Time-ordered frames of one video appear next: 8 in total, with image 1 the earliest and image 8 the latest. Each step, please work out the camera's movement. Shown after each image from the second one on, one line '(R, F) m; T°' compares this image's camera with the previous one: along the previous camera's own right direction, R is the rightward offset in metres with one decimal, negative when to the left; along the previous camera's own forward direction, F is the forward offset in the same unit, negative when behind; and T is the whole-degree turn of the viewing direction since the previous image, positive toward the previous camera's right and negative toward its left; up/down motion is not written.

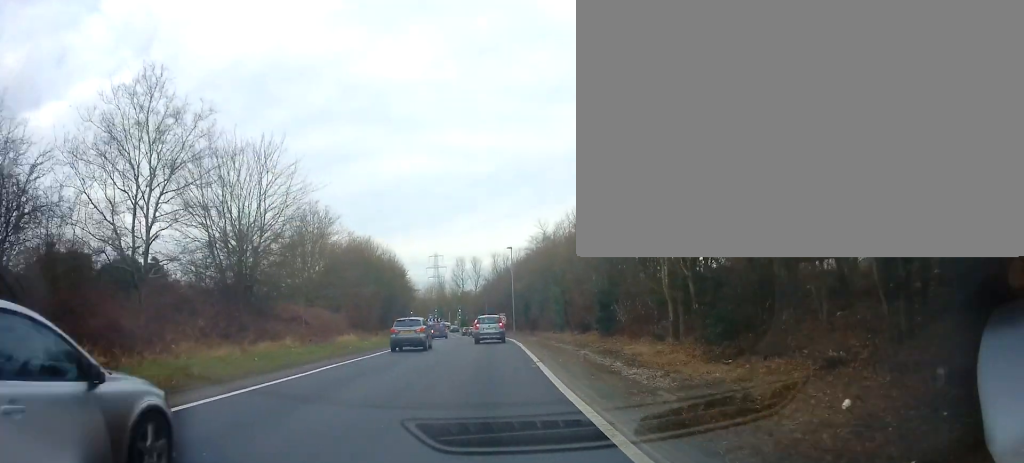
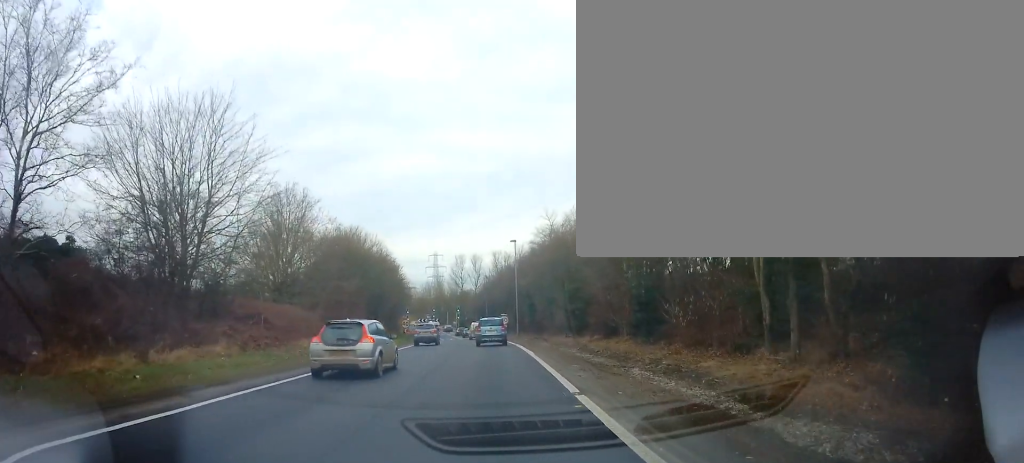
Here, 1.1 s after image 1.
(+0.1, +6.9) m; +2°
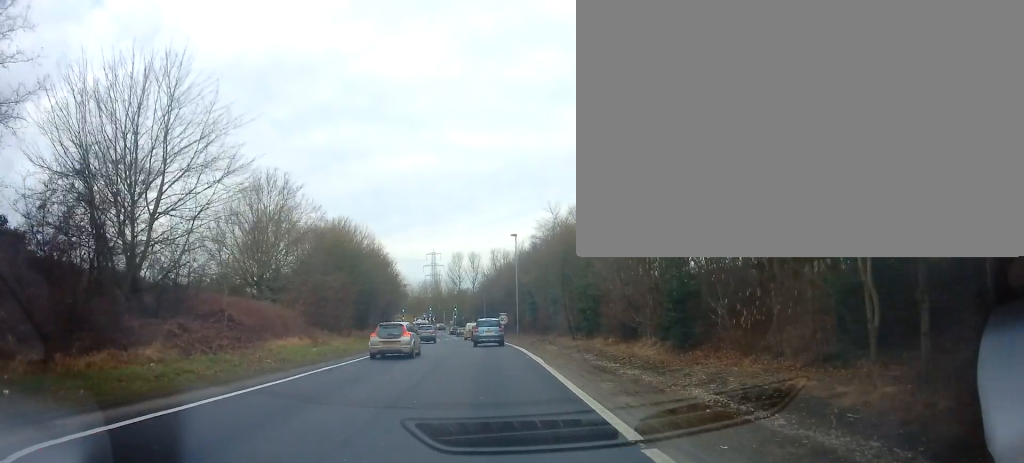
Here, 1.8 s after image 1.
(+0.1, +4.1) m; +1°
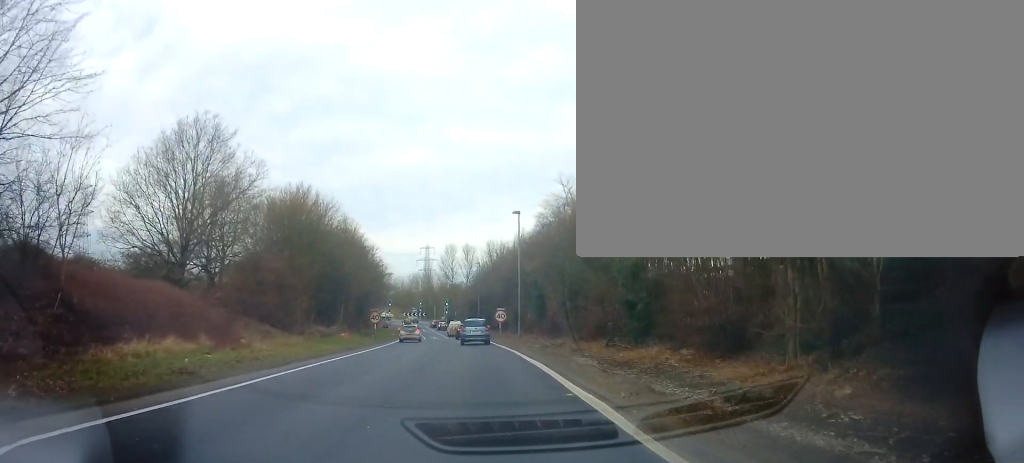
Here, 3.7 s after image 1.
(-0.1, +11.1) m; -2°
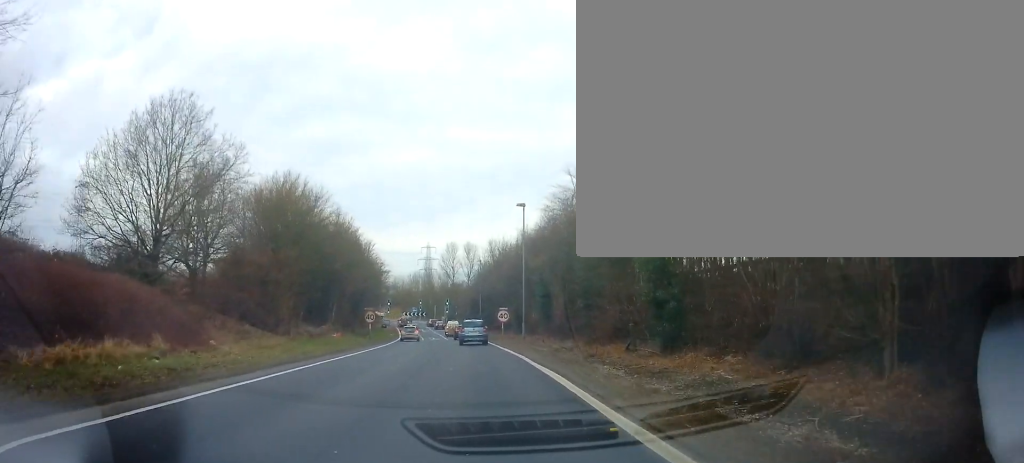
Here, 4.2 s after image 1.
(0.0, +3.2) m; 0°
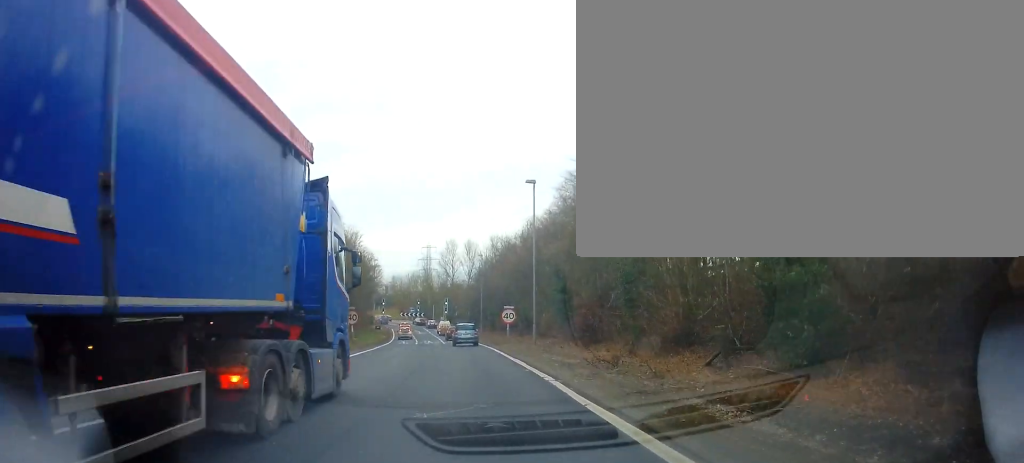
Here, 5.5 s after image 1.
(0.0, +8.0) m; 0°
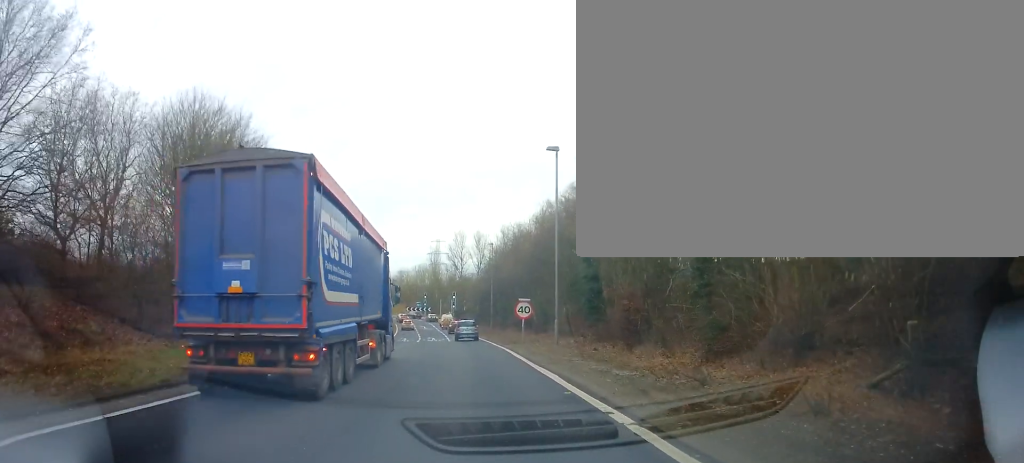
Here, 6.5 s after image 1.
(0.0, +6.5) m; 0°
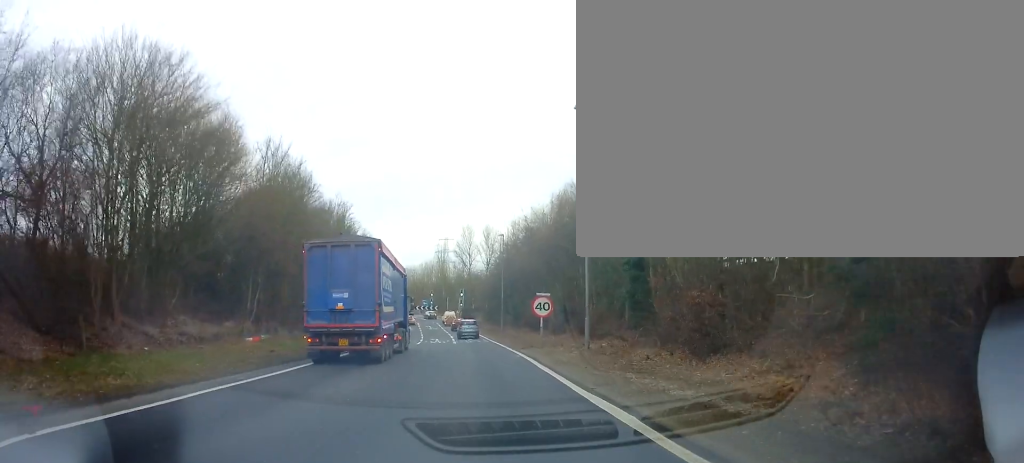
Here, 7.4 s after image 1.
(0.0, +6.5) m; -1°
